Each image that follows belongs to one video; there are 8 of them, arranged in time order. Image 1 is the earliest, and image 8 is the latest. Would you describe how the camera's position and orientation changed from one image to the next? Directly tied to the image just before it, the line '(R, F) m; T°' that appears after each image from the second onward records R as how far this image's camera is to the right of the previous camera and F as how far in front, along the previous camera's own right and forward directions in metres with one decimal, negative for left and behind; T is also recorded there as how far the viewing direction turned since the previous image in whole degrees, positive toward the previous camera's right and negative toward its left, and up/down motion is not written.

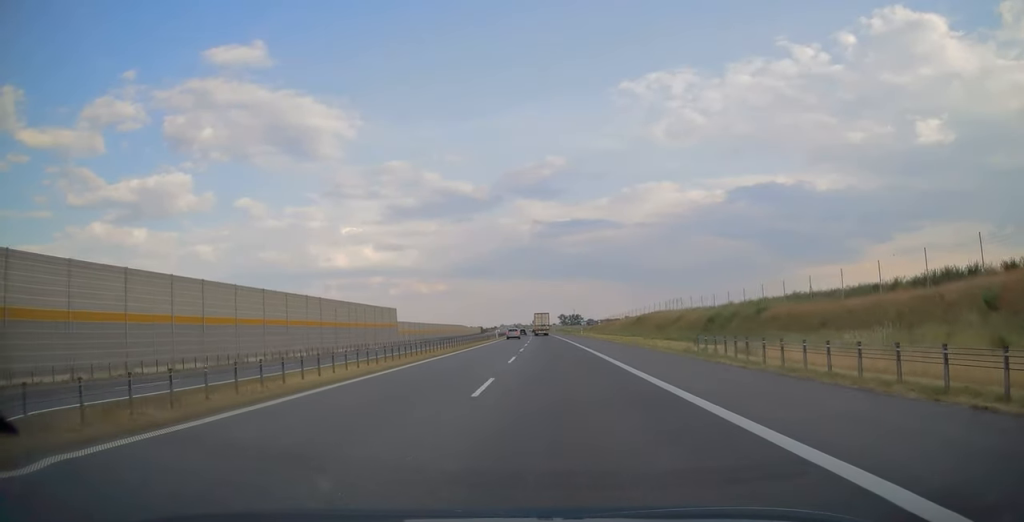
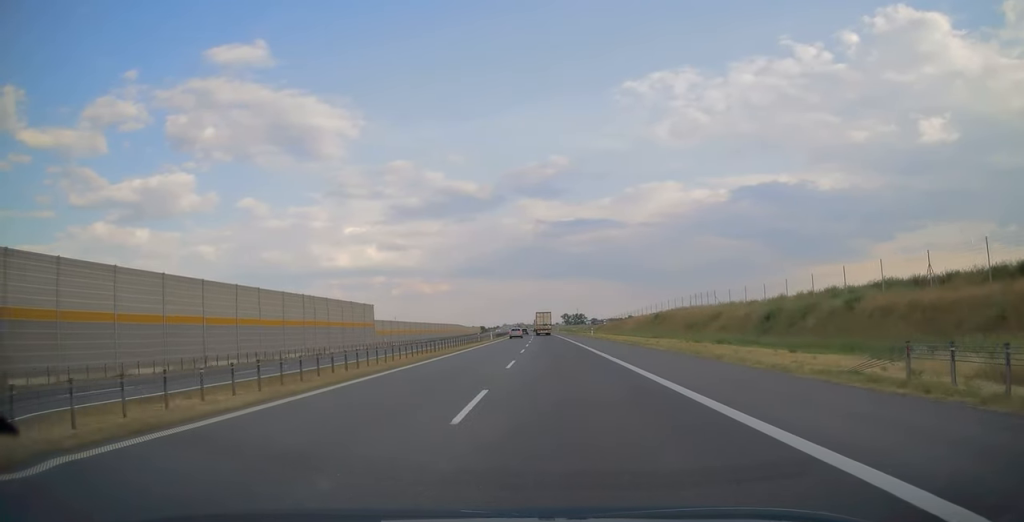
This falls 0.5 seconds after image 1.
(0.0, +15.3) m; 0°
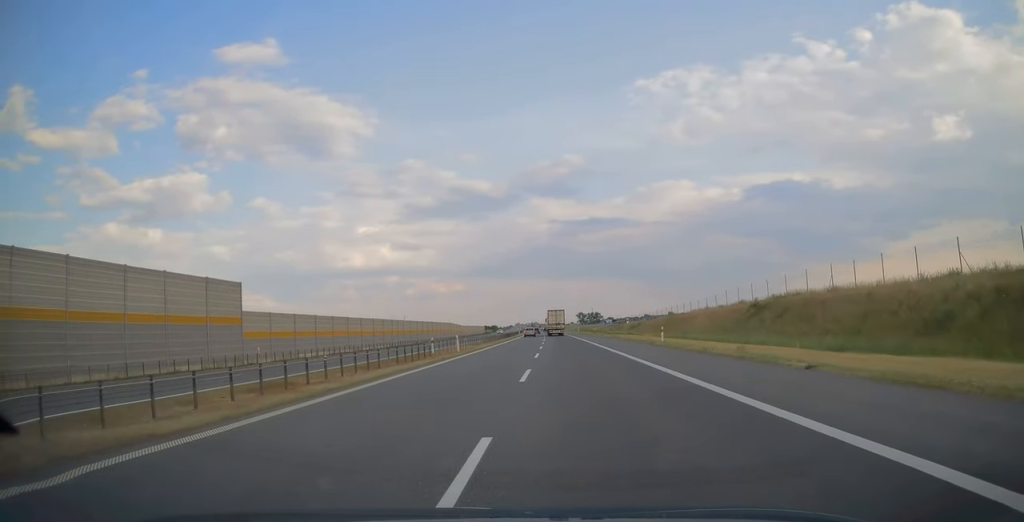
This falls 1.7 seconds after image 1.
(-0.3, +41.6) m; -1°
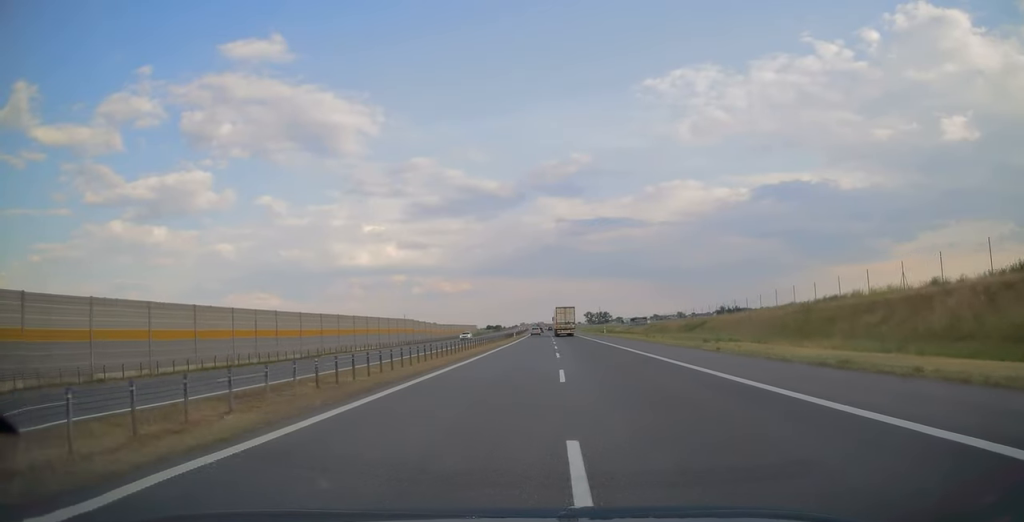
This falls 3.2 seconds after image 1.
(-0.6, +48.1) m; -1°
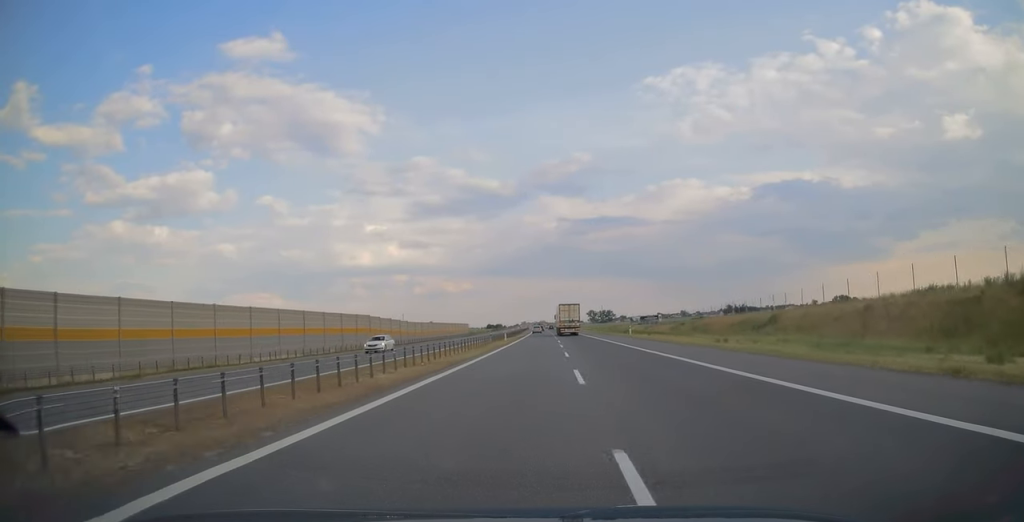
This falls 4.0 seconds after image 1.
(-0.1, +25.2) m; 0°
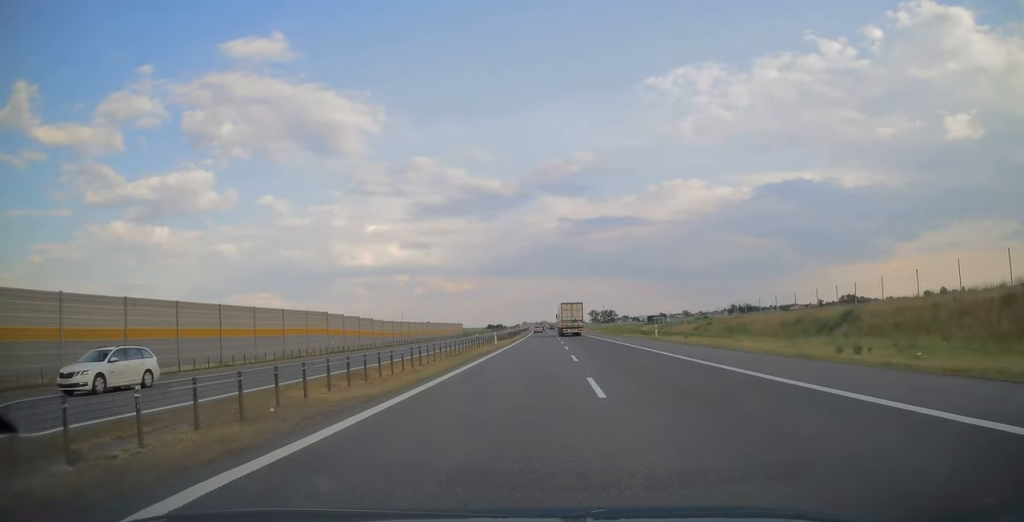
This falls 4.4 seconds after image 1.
(0.0, +14.8) m; 0°
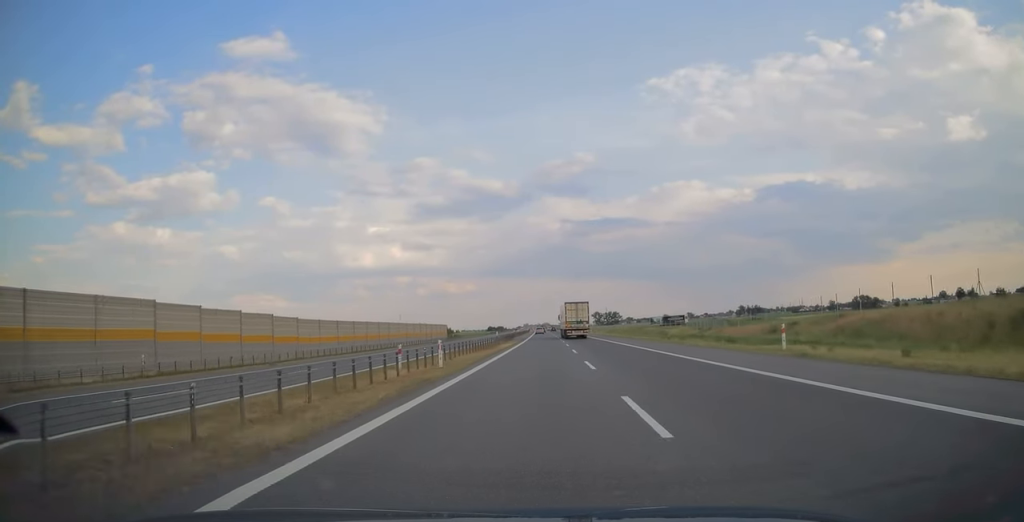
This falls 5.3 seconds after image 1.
(-0.1, +27.9) m; 0°
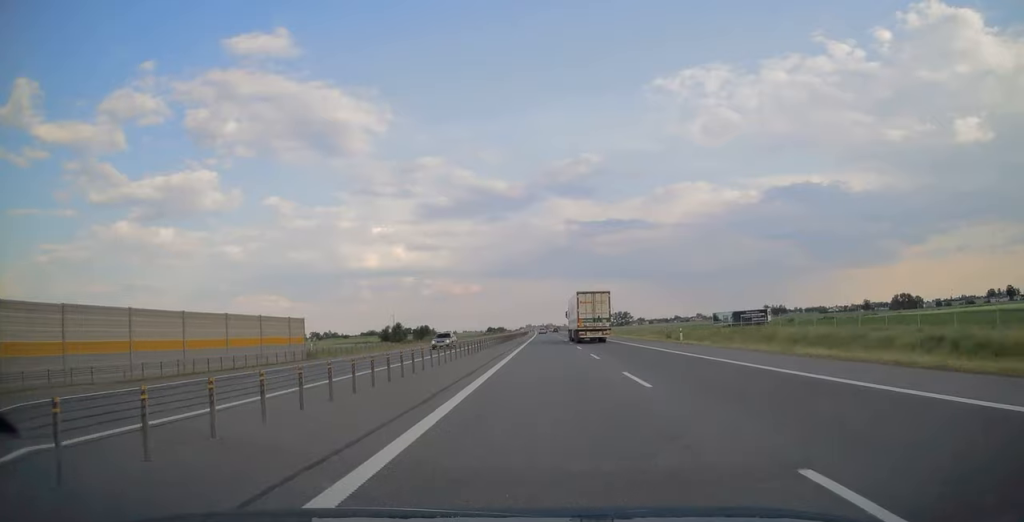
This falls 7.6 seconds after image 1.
(-0.4, +78.1) m; 0°
